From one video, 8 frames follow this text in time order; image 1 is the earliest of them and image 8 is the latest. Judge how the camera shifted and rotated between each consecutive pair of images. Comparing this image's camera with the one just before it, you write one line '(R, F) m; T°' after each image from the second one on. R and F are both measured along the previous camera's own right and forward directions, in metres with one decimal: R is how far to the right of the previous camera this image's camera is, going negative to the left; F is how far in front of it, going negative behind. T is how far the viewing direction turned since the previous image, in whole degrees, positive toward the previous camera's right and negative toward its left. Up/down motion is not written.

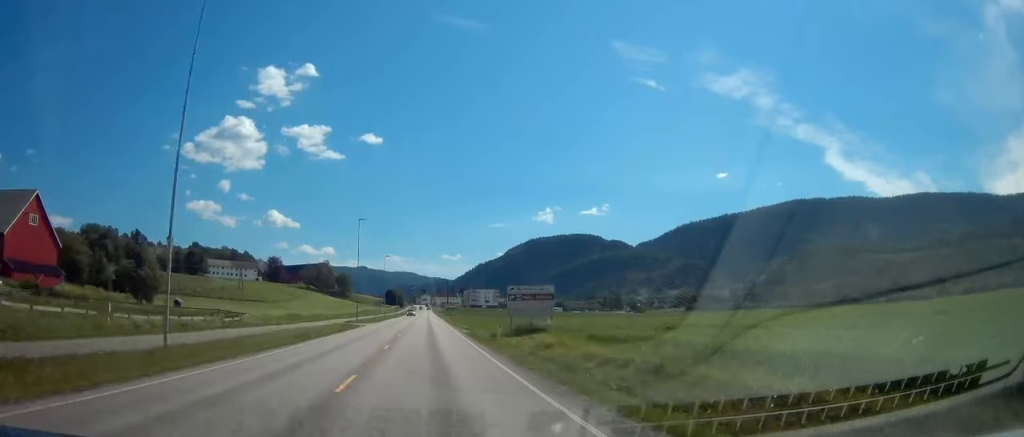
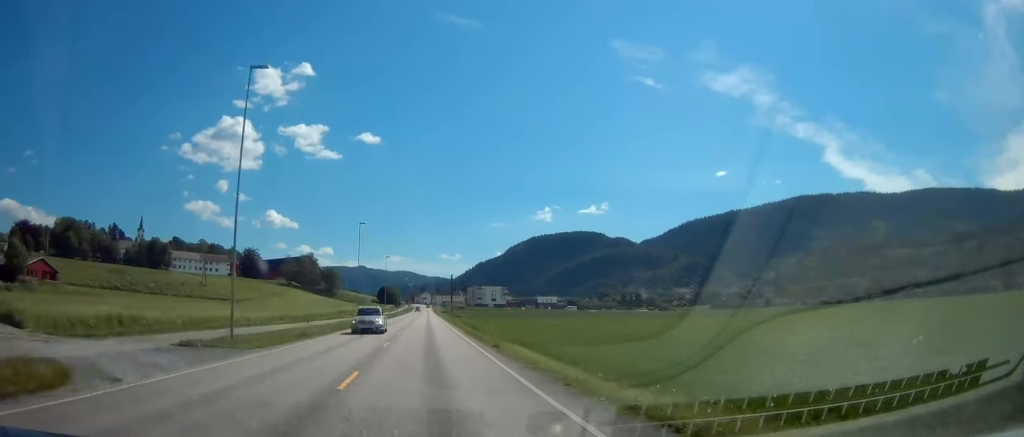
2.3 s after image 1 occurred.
(0.0, +47.0) m; 0°
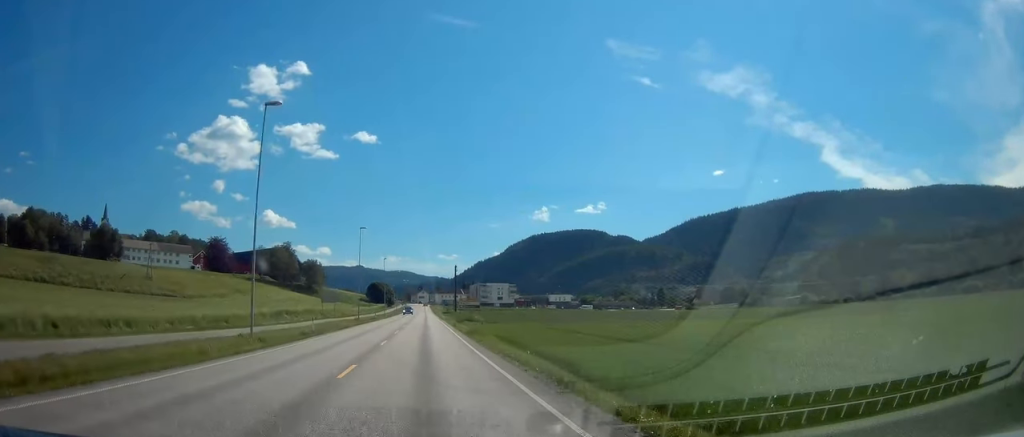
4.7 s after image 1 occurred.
(0.0, +47.2) m; 0°
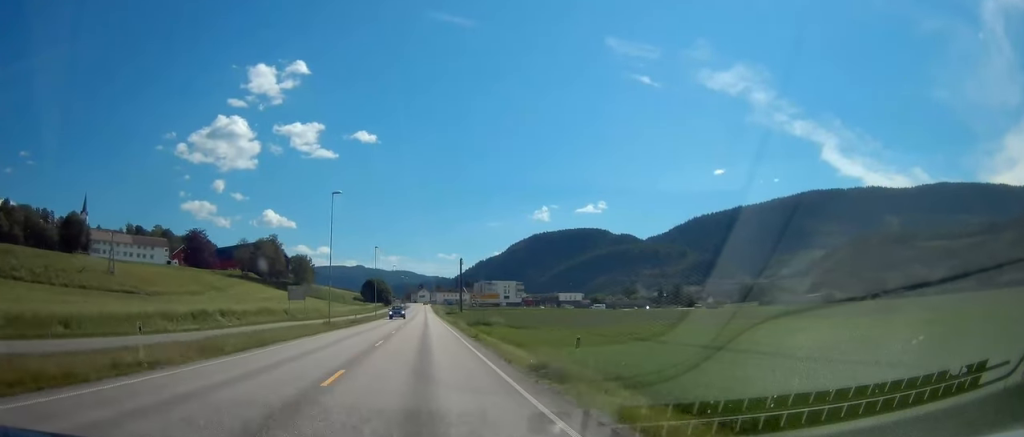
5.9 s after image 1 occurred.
(+0.1, +25.5) m; -1°
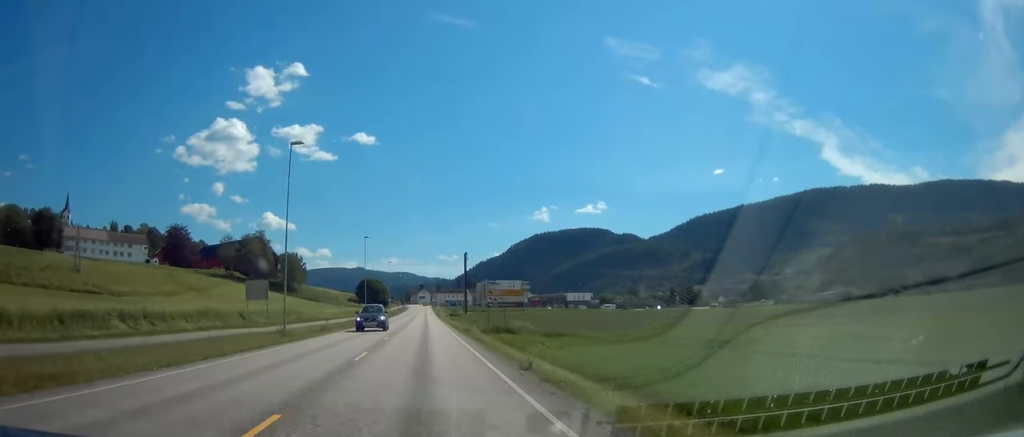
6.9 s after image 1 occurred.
(-0.2, +17.9) m; 0°
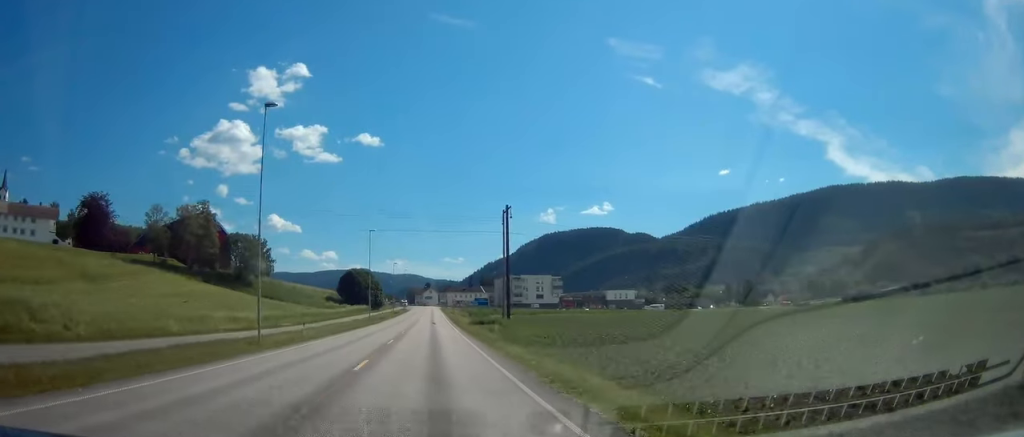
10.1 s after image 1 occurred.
(+0.9, +61.9) m; +1°
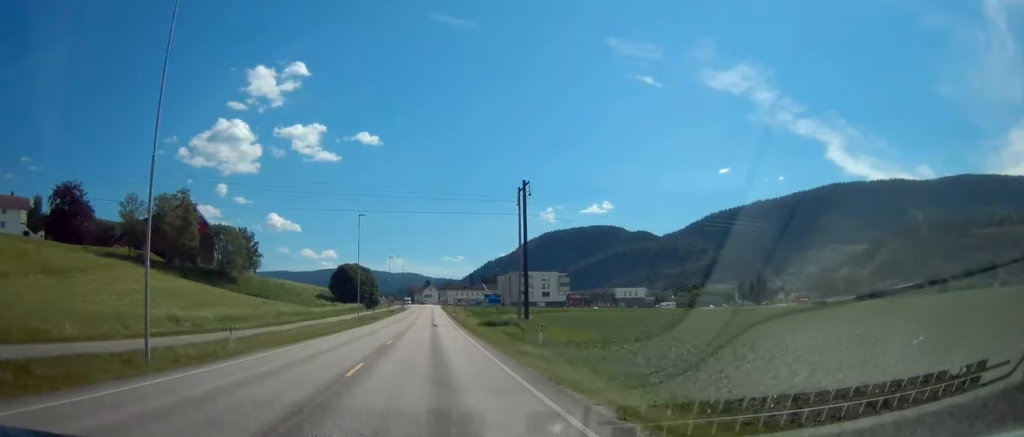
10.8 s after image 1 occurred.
(-0.2, +13.7) m; 0°
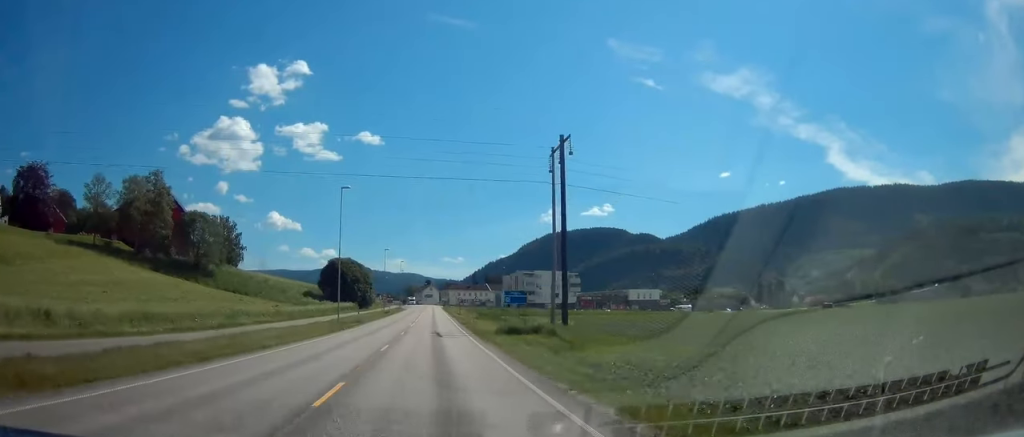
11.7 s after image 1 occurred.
(-0.1, +16.9) m; 0°
